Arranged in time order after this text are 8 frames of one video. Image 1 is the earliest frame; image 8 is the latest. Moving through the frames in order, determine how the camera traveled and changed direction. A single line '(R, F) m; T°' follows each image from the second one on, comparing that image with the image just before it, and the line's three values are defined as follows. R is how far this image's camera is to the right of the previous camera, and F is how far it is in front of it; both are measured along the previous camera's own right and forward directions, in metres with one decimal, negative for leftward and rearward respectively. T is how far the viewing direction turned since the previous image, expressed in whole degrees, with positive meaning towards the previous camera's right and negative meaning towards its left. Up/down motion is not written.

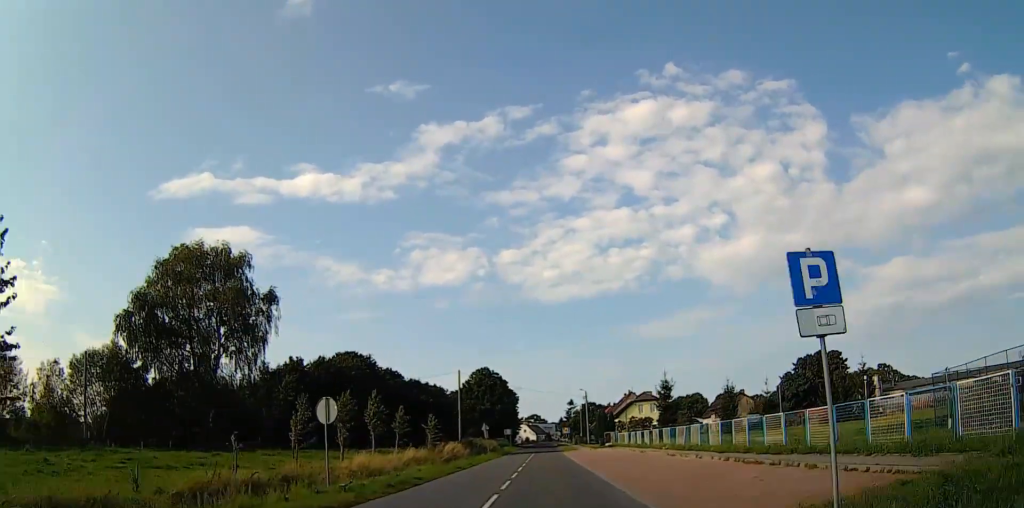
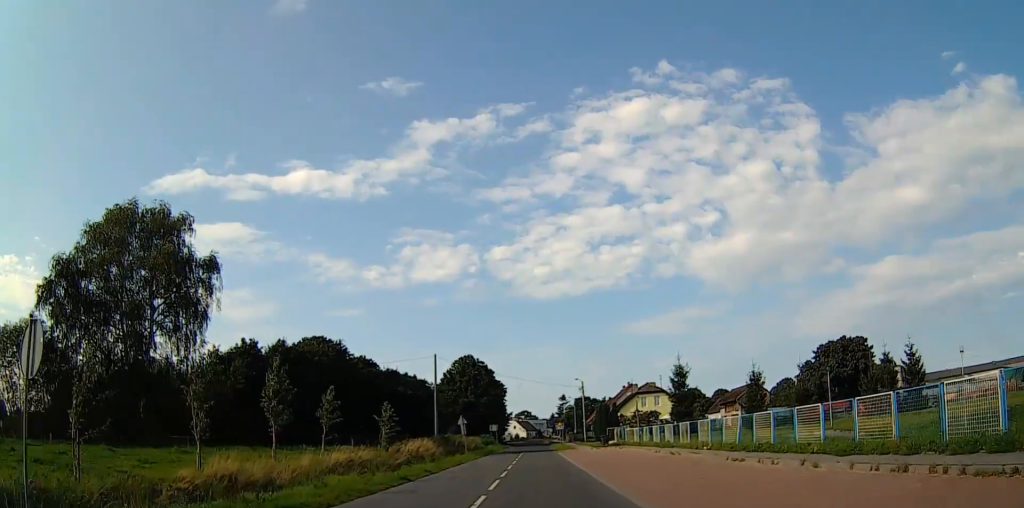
(0.0, +12.7) m; +1°
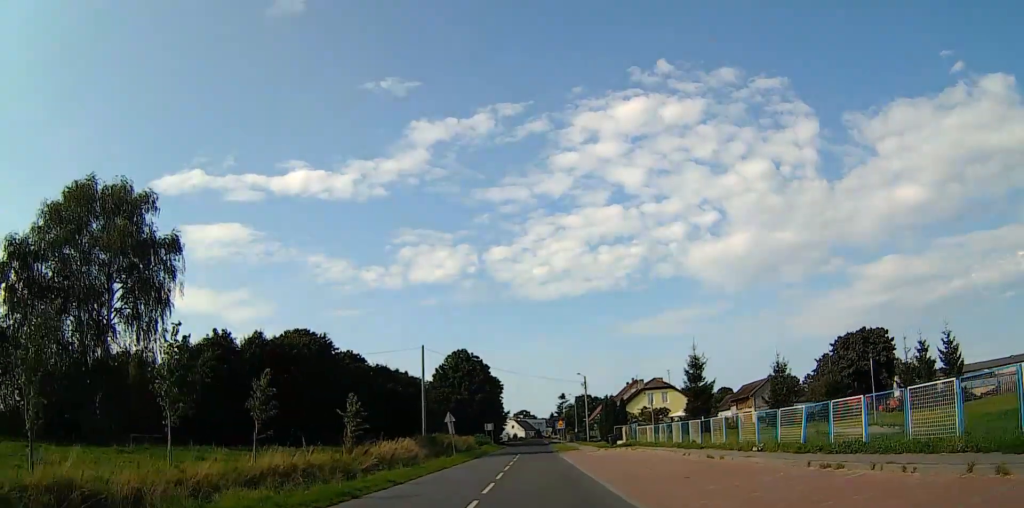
(+0.1, +7.2) m; +1°
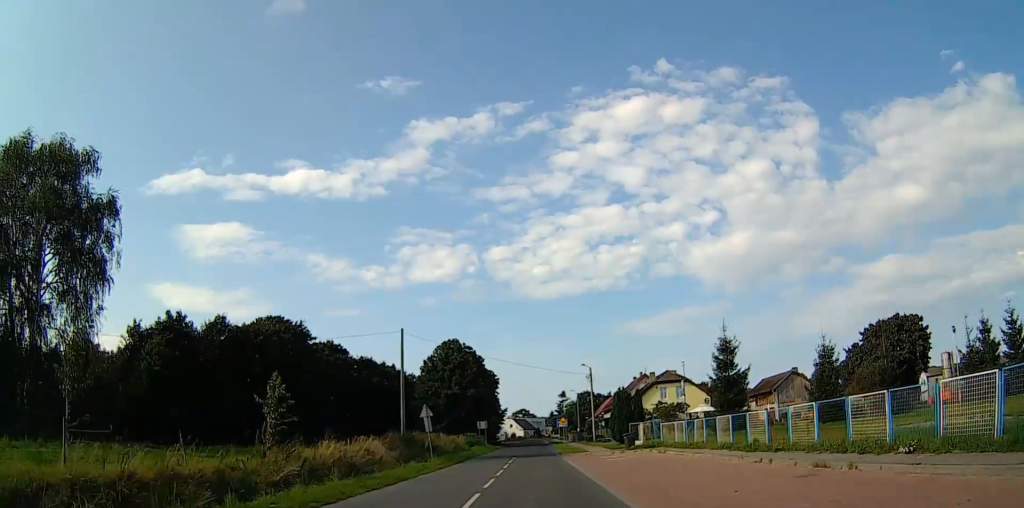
(+0.1, +10.1) m; +1°
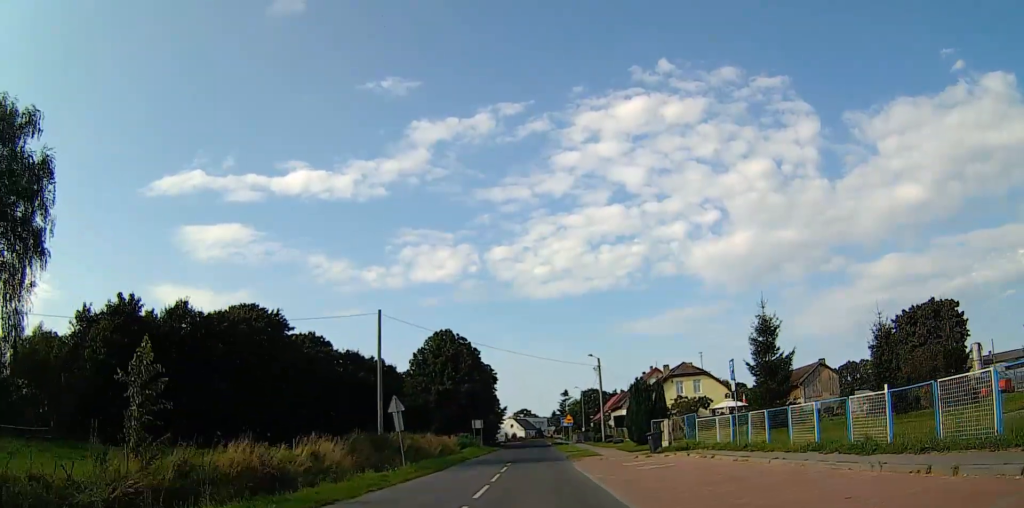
(0.0, +8.7) m; 0°
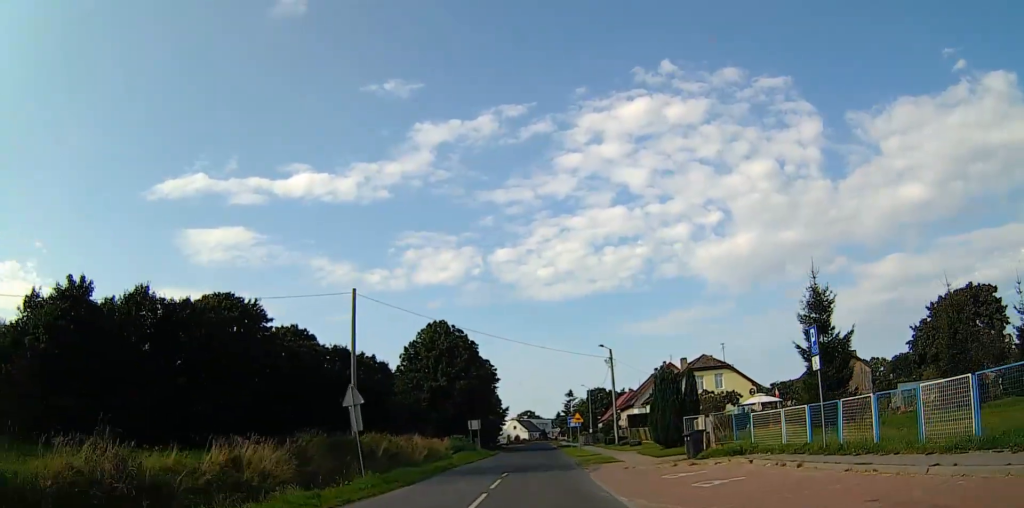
(0.0, +7.8) m; -1°
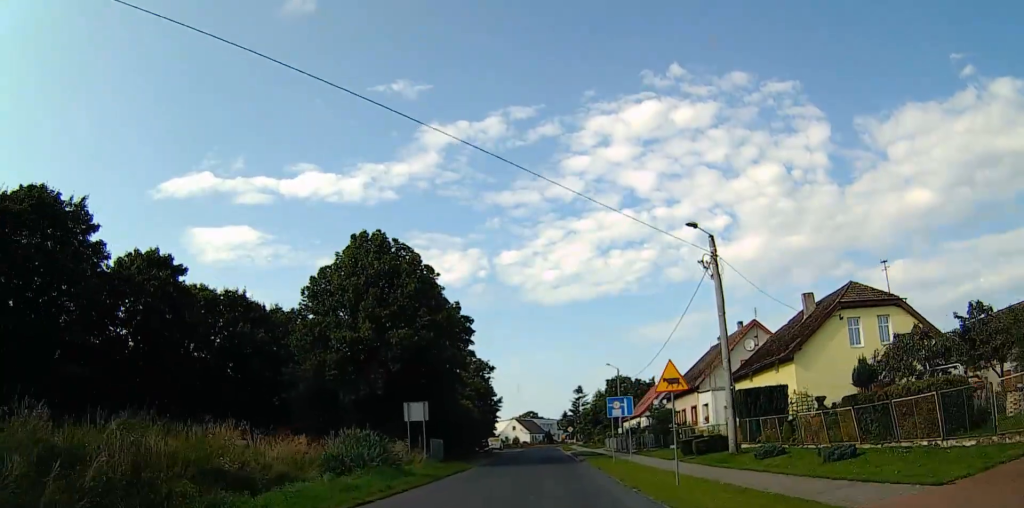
(-0.9, +33.6) m; -2°
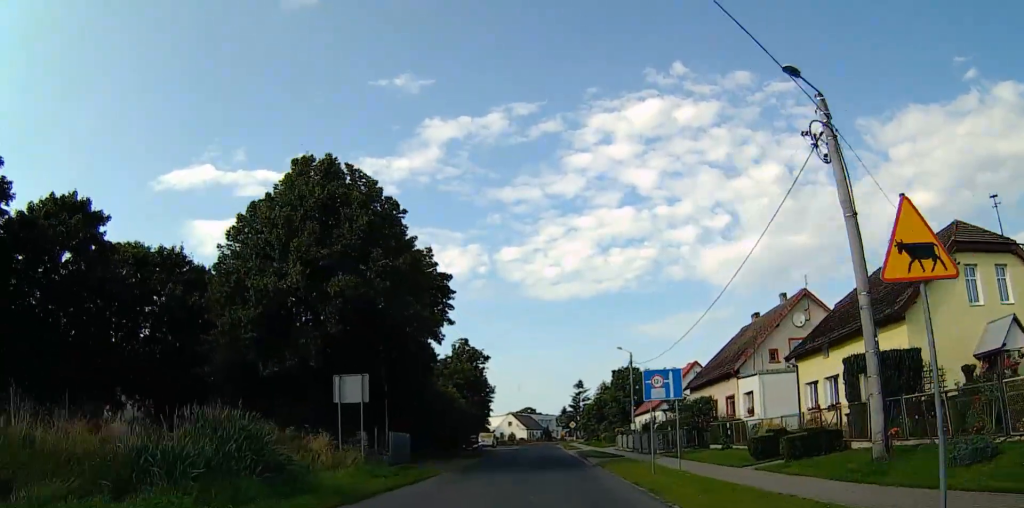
(0.0, +11.4) m; 0°
